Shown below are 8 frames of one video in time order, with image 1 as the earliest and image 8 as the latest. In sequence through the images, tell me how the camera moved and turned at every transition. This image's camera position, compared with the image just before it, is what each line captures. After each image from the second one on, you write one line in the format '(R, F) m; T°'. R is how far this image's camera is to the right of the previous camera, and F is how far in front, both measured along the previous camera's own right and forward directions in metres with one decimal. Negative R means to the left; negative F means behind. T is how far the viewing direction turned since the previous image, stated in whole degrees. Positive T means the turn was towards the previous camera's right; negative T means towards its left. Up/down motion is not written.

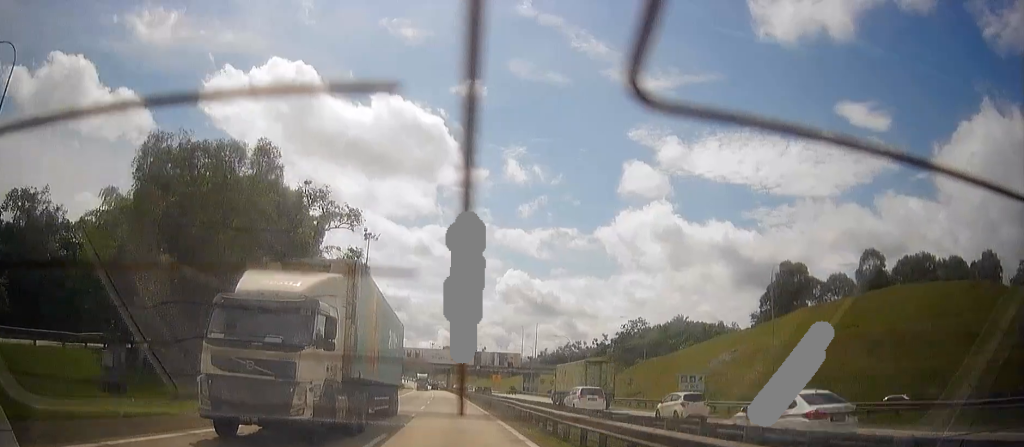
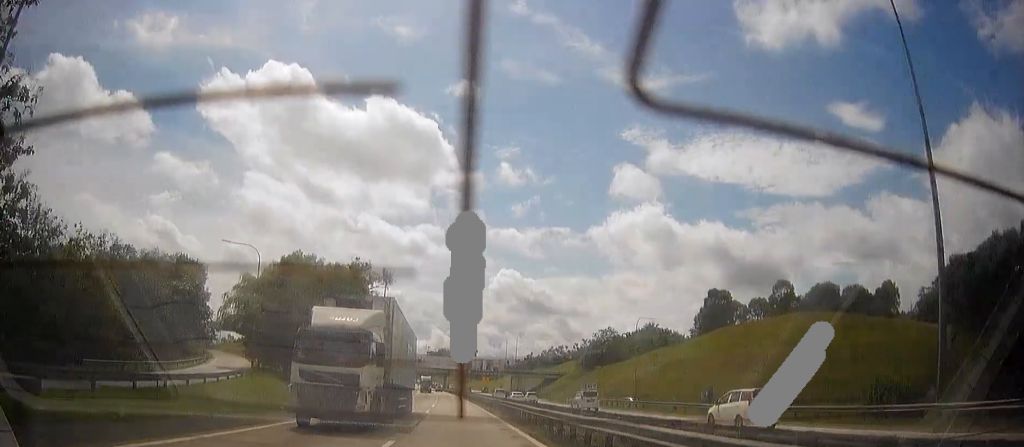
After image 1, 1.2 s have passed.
(-0.3, +34.7) m; -1°
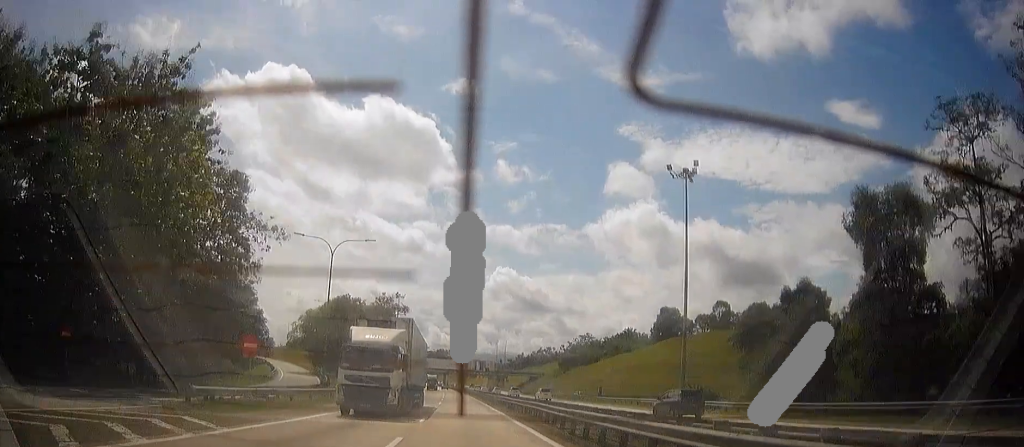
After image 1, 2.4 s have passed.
(-0.1, +35.4) m; 0°
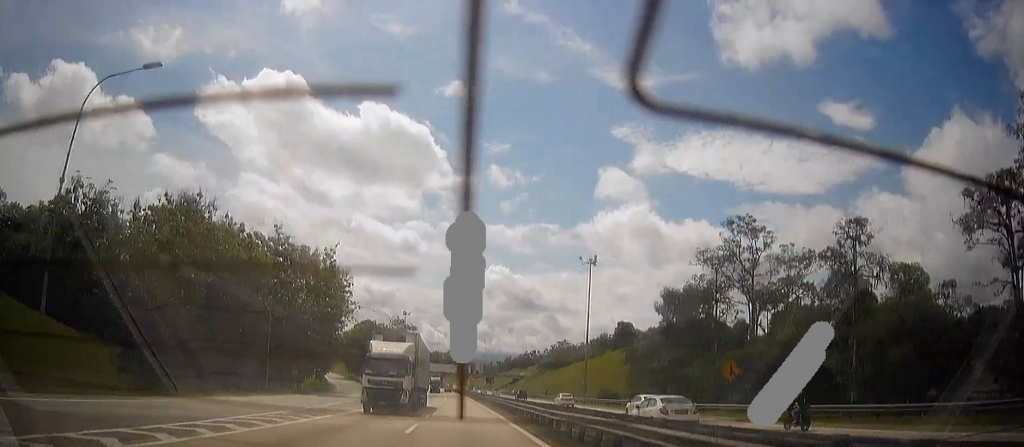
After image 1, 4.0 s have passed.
(-0.1, +43.3) m; 0°
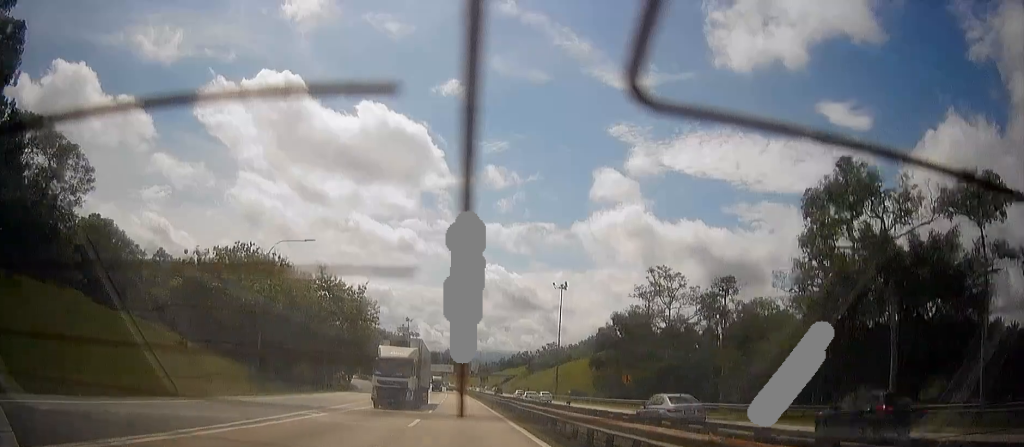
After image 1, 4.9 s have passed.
(-0.1, +26.2) m; 0°
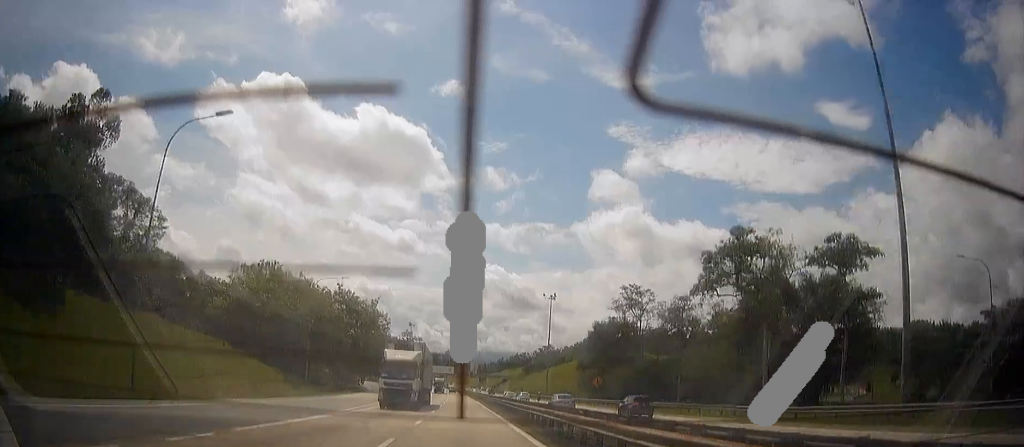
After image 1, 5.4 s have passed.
(-0.1, +14.8) m; 0°
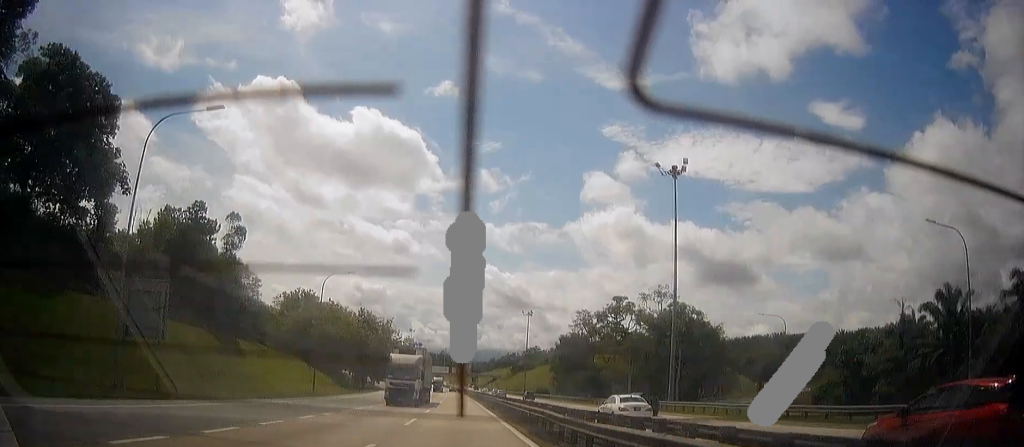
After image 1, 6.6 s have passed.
(-0.1, +35.2) m; 0°
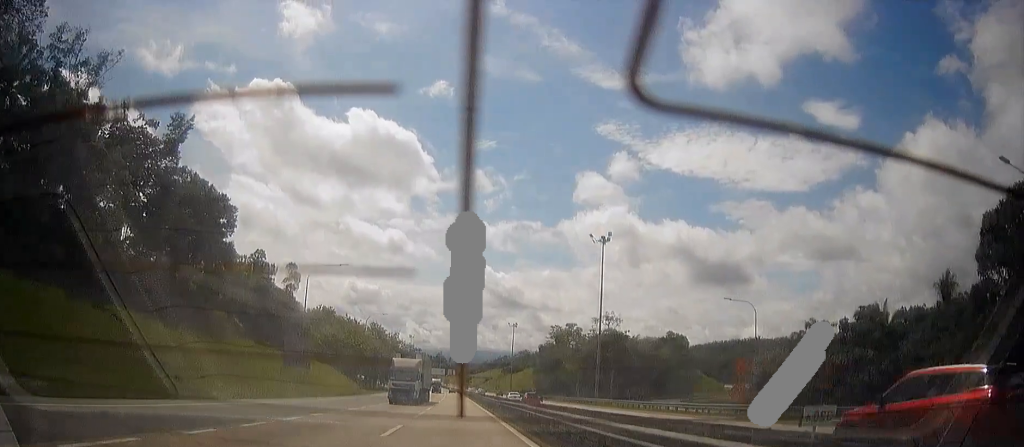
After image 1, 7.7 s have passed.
(-0.1, +29.4) m; -1°
